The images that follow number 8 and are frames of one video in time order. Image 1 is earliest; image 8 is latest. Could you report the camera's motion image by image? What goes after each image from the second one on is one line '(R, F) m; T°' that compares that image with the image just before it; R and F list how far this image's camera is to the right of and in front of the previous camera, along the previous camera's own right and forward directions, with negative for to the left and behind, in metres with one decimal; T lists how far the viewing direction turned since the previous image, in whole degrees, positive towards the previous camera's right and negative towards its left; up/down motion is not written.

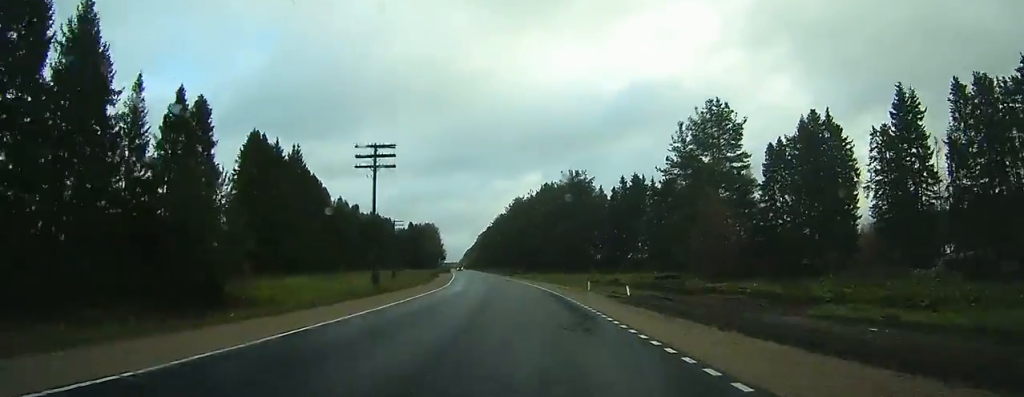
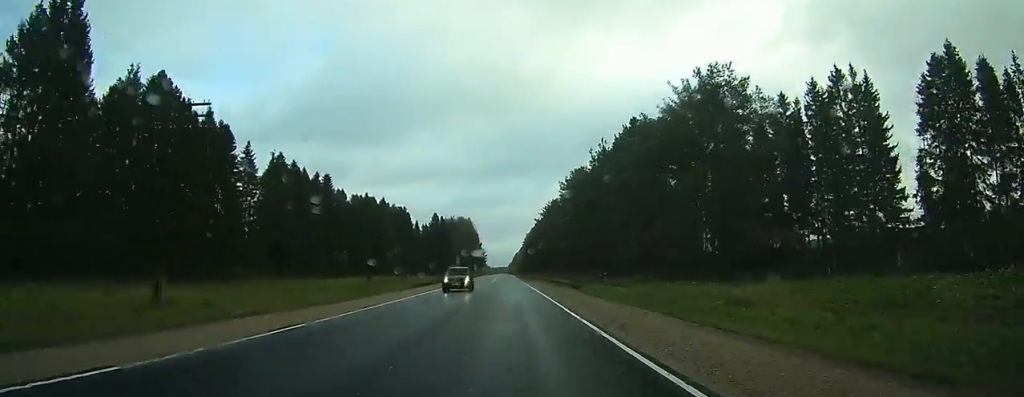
(-1.5, +61.9) m; -3°
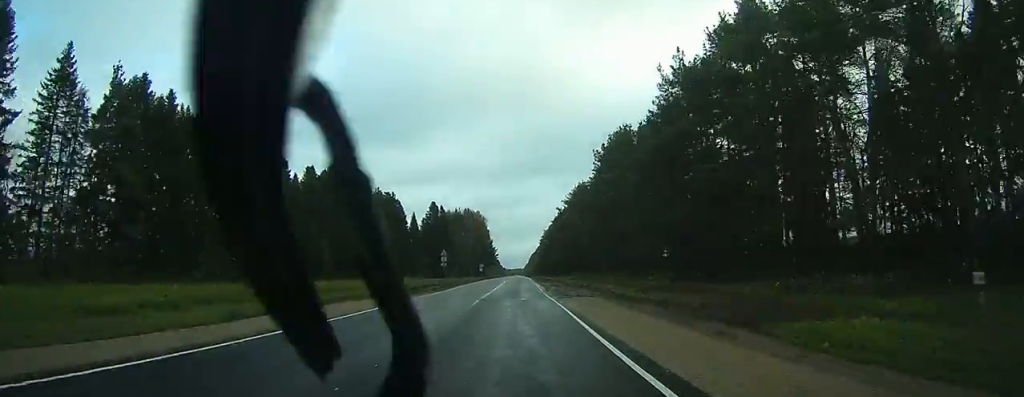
(-0.8, +37.9) m; -2°
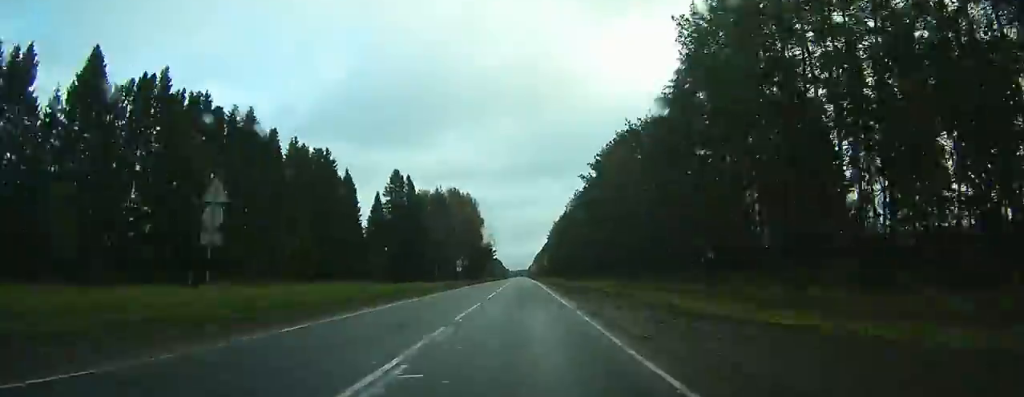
(-0.8, +53.3) m; -1°
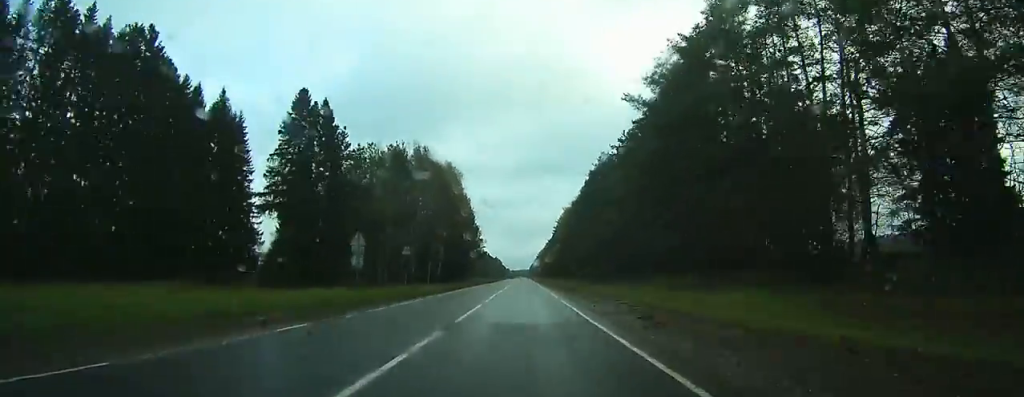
(+0.1, +48.7) m; 0°
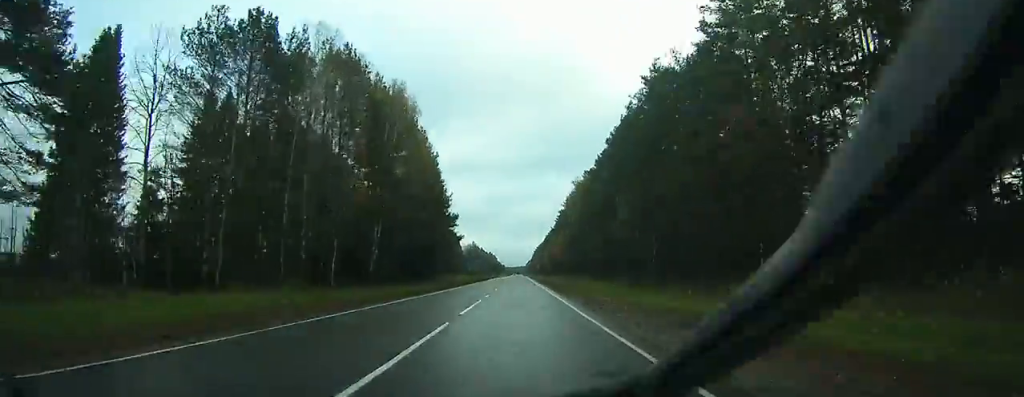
(0.0, +47.2) m; 0°
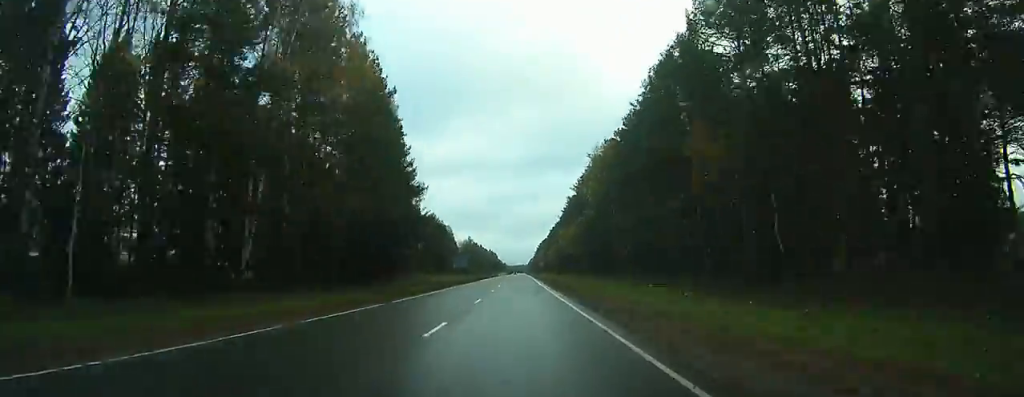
(0.0, +30.4) m; 0°
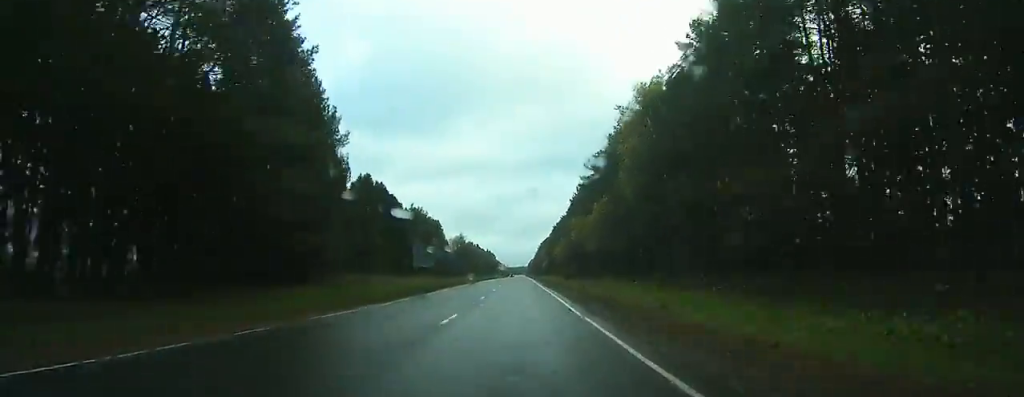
(0.0, +33.6) m; 0°
